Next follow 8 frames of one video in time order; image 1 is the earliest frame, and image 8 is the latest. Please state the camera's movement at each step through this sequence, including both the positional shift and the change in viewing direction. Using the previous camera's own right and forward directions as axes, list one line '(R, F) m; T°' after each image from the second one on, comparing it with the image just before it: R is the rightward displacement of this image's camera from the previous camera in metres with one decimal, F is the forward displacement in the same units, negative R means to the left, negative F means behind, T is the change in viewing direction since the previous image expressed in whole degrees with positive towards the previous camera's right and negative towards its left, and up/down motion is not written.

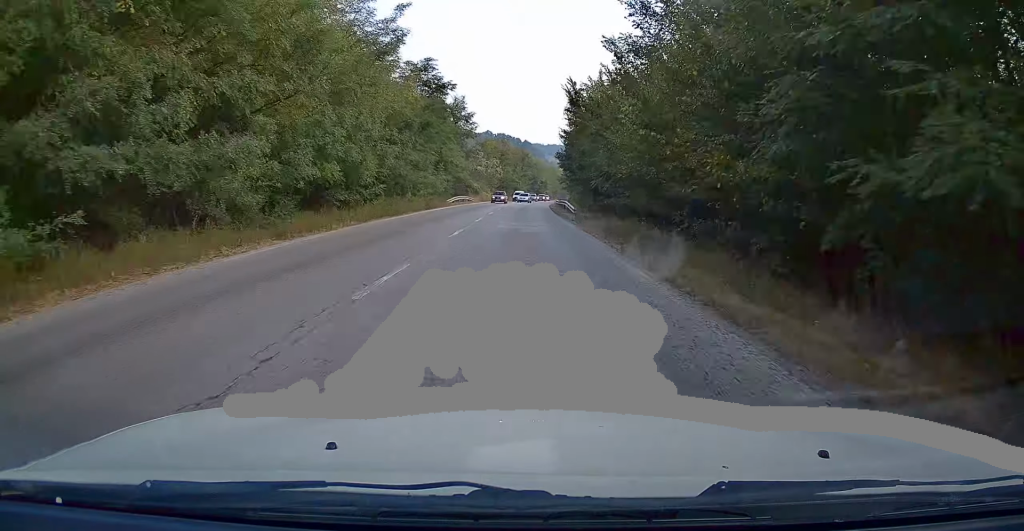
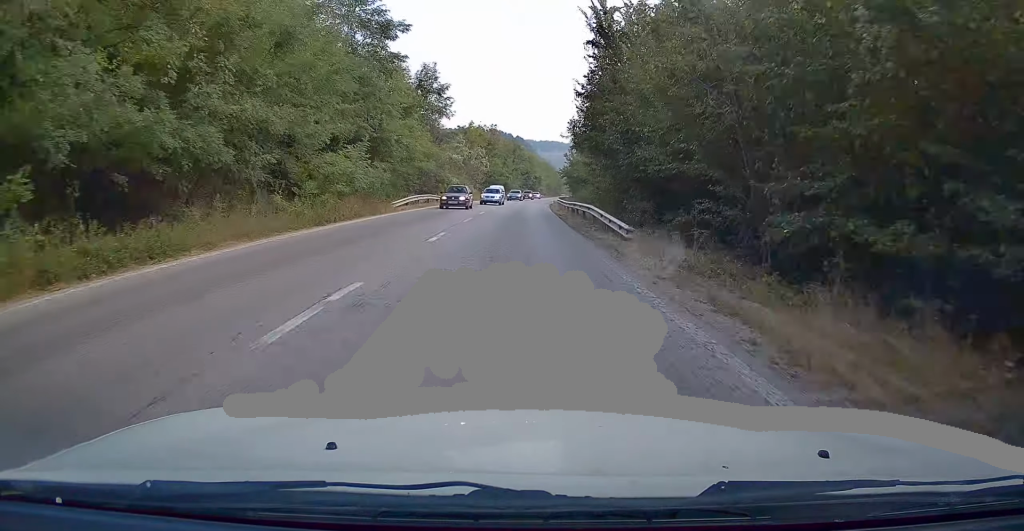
(0.0, +20.1) m; 0°
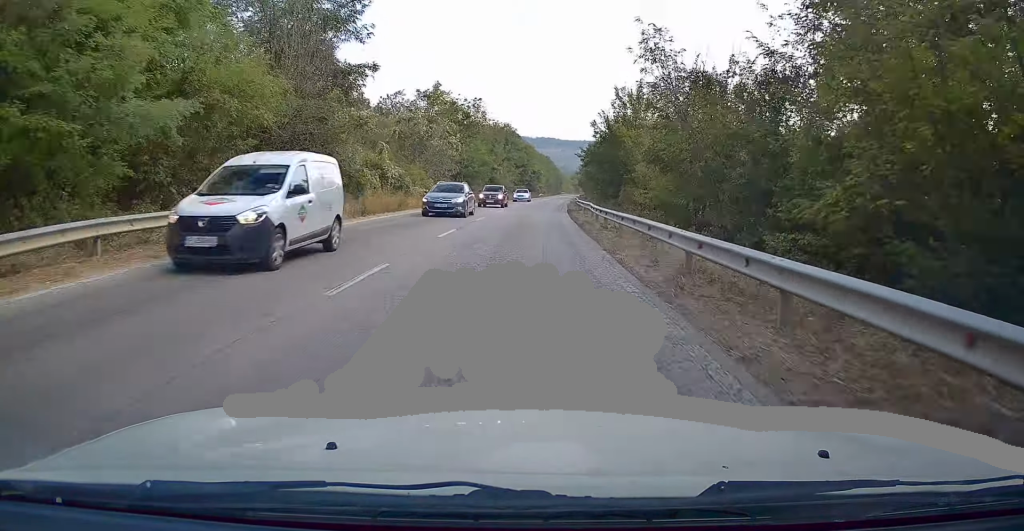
(+0.2, +33.2) m; +1°
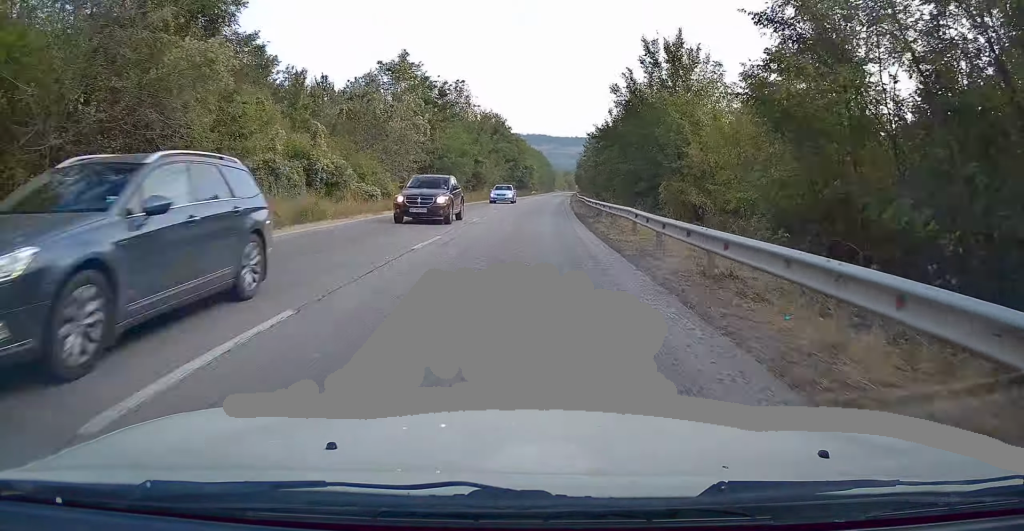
(0.0, +13.1) m; 0°
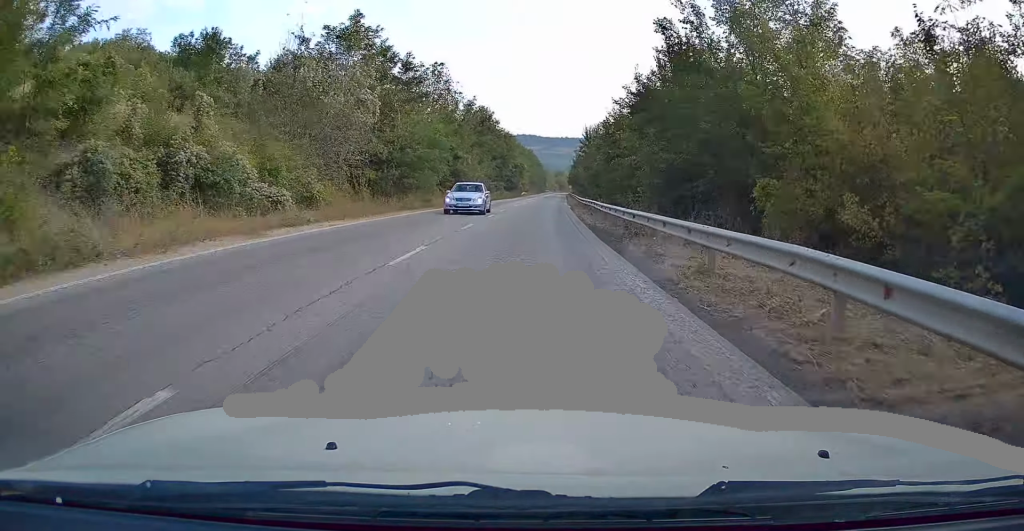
(0.0, +11.5) m; 0°
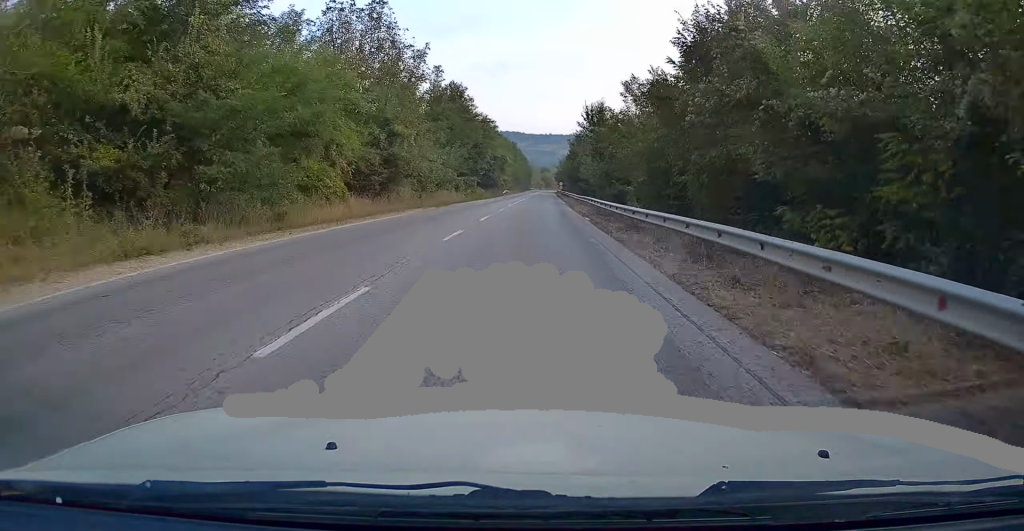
(+0.2, +22.3) m; +1°
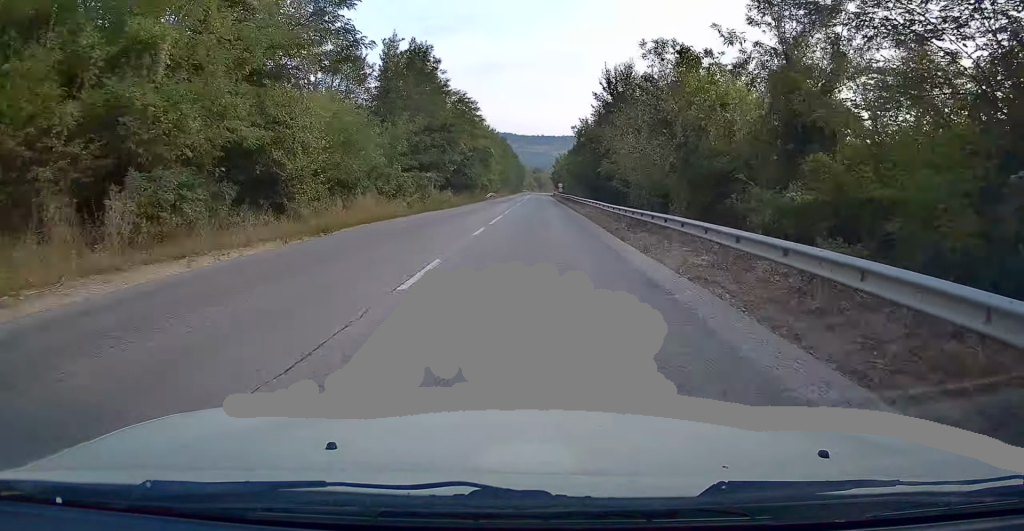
(+0.3, +24.2) m; +1°
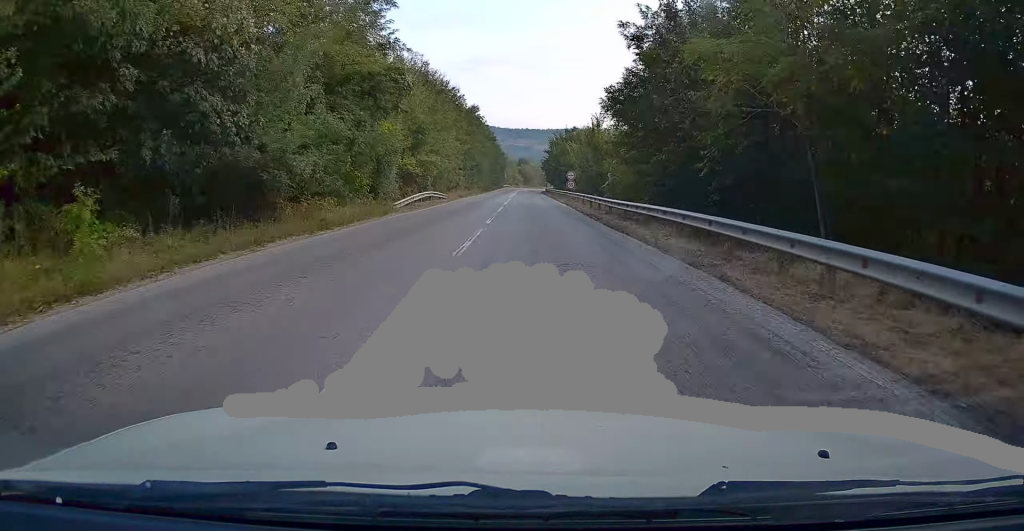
(+0.8, +47.7) m; +2°
